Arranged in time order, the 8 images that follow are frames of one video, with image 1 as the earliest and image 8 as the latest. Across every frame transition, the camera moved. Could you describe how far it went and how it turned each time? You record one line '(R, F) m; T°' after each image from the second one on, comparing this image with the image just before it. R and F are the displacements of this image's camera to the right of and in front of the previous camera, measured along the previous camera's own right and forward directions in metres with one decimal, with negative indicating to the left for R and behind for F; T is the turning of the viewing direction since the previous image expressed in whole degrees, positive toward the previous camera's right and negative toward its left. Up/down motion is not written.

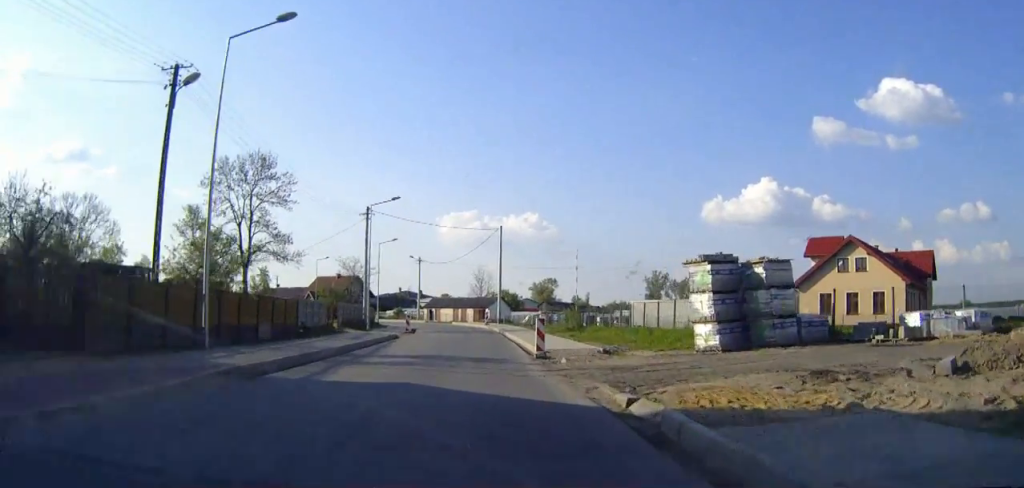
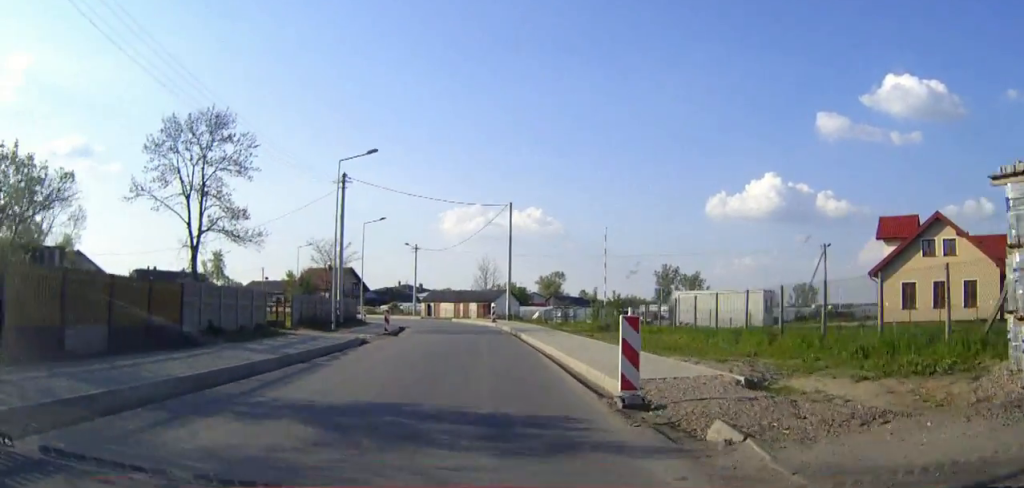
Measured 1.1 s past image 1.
(0.0, +12.9) m; 0°
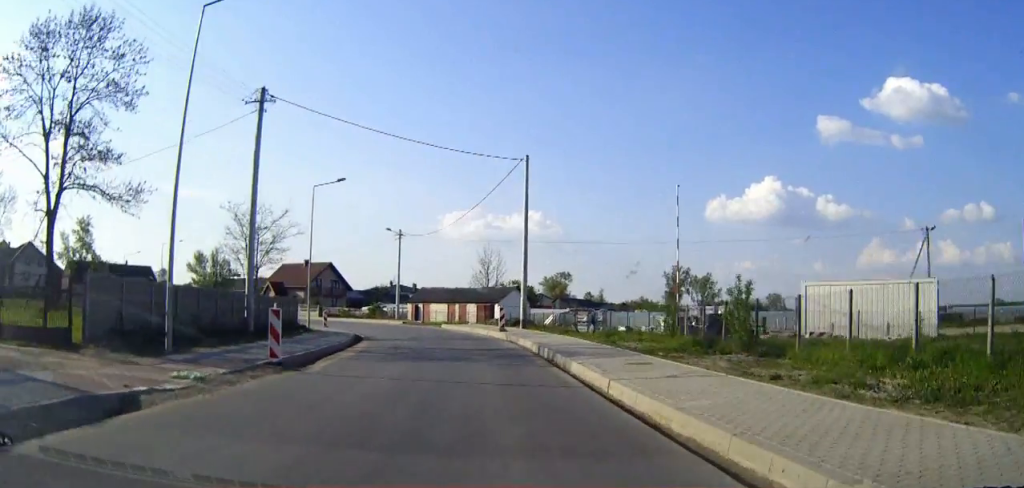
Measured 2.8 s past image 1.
(0.0, +19.6) m; 0°
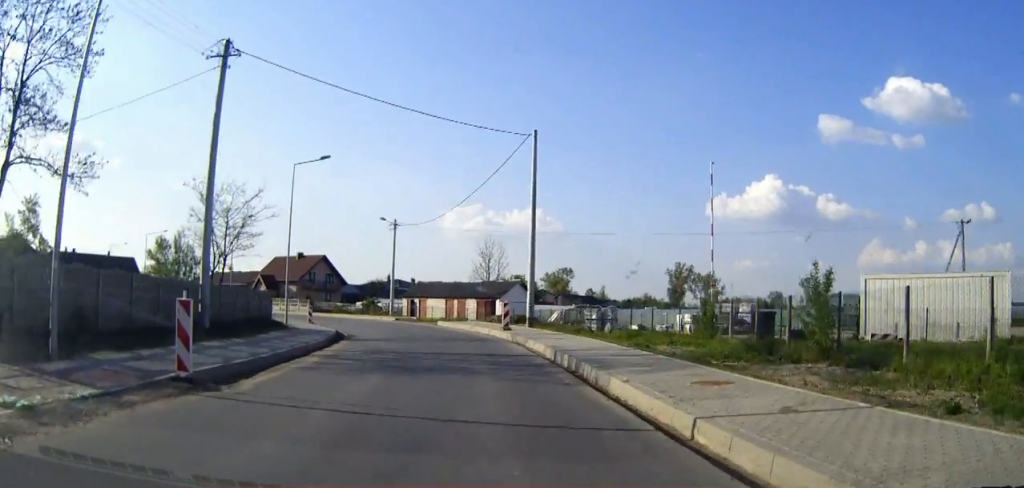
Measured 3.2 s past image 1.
(0.0, +5.1) m; 0°
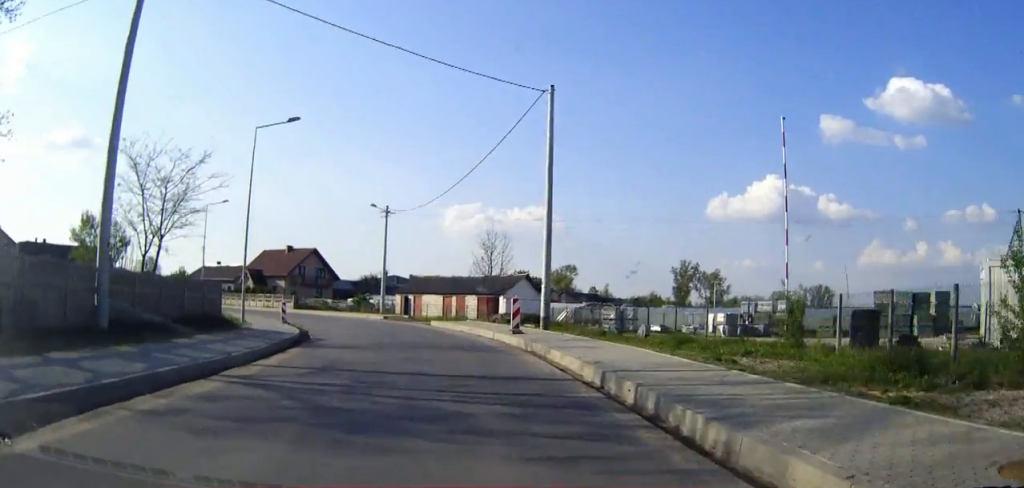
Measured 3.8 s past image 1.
(0.0, +7.4) m; 0°
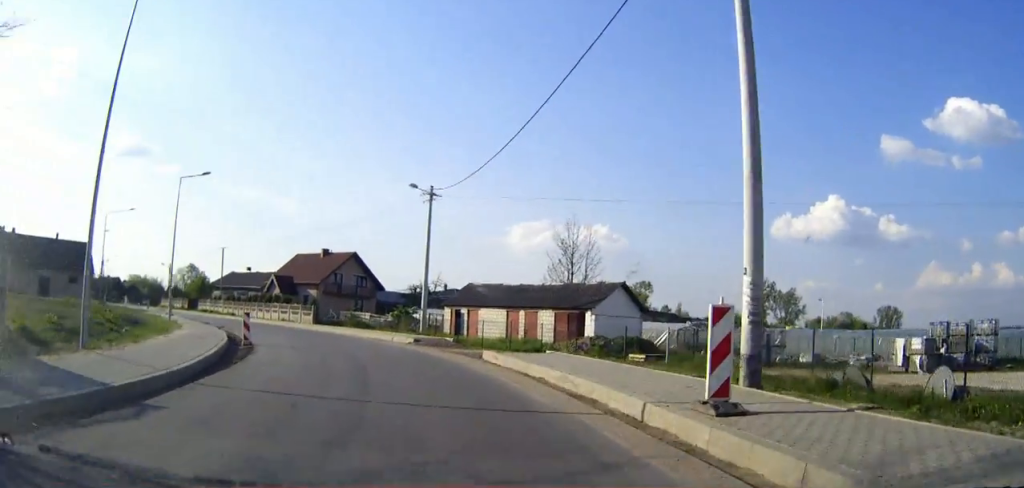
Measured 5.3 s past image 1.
(-0.2, +17.0) m; -3°
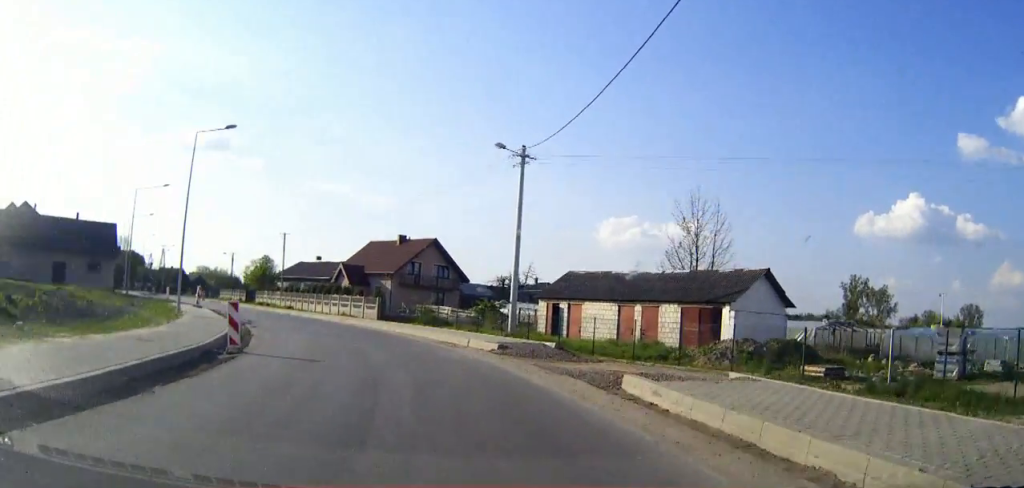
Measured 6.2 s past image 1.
(-0.3, +10.0) m; -5°
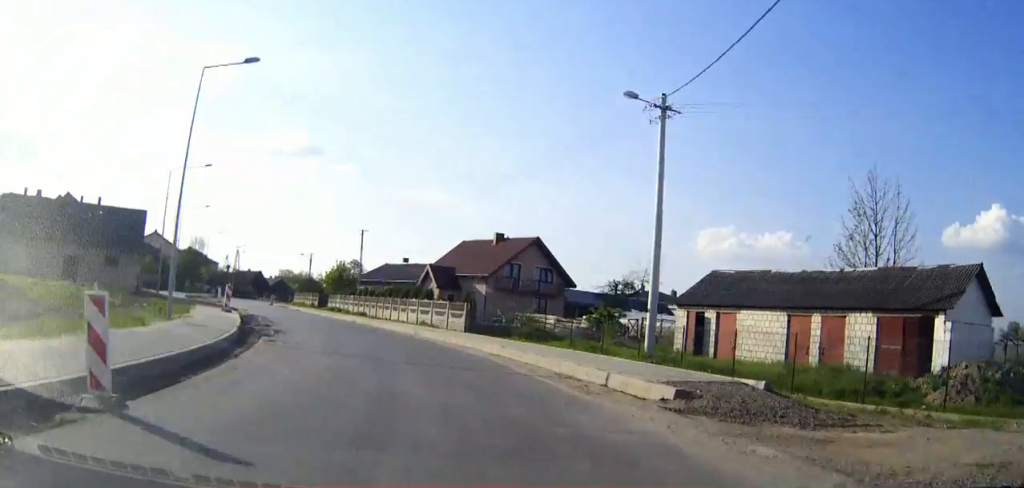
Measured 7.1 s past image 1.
(-0.5, +10.5) m; -6°
